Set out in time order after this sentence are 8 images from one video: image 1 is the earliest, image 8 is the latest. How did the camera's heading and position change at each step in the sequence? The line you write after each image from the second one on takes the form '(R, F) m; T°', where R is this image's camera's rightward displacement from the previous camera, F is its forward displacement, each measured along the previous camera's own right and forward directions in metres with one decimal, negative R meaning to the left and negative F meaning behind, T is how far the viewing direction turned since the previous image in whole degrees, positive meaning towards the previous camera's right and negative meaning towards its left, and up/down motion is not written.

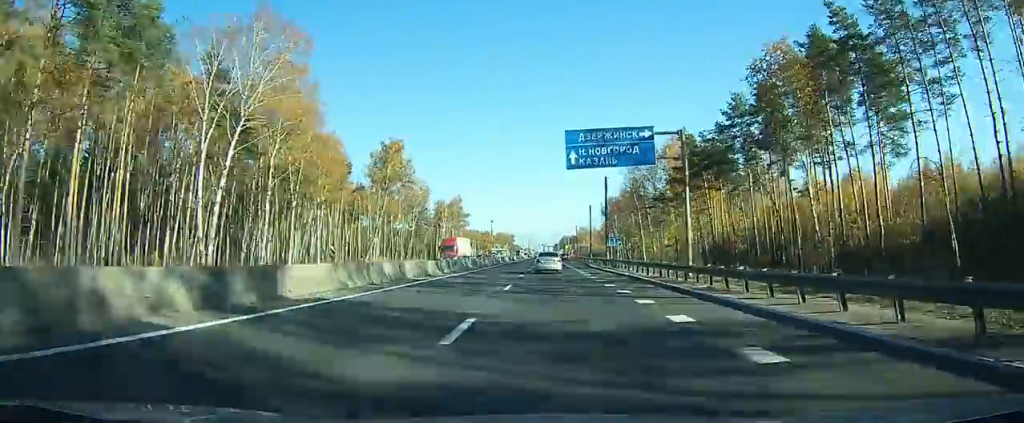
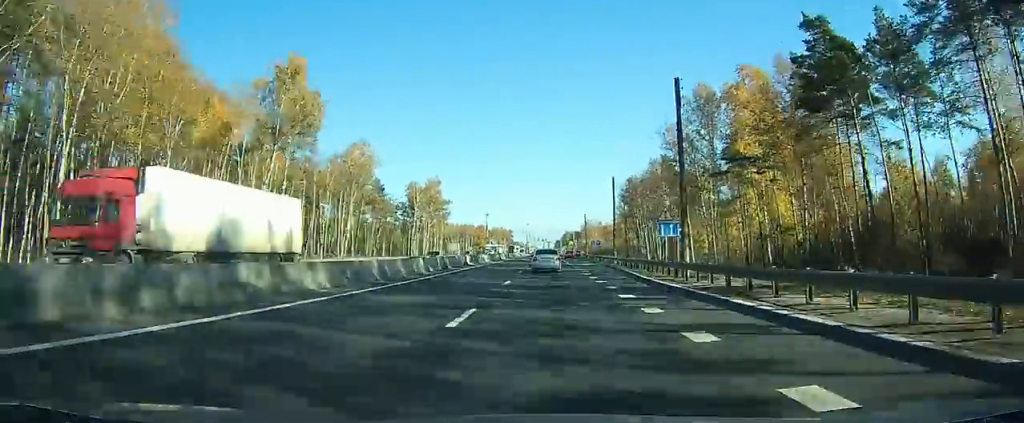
(+0.1, +35.4) m; 0°
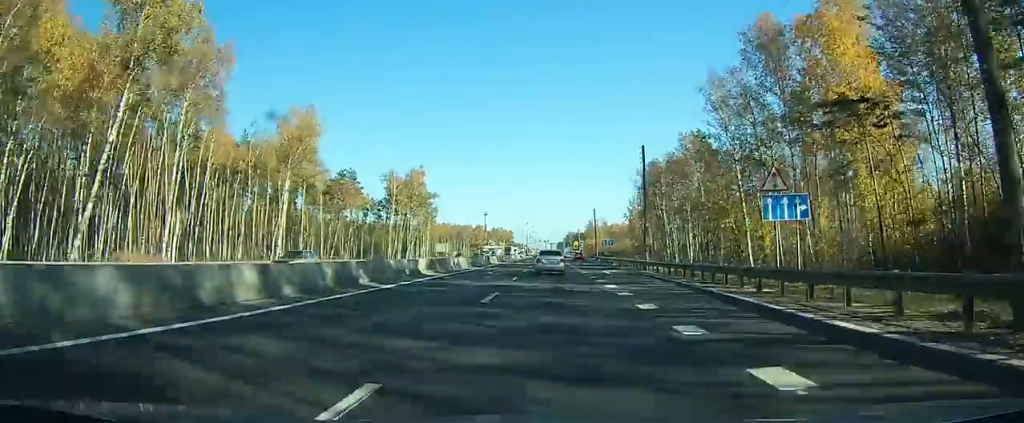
(0.0, +19.4) m; 0°
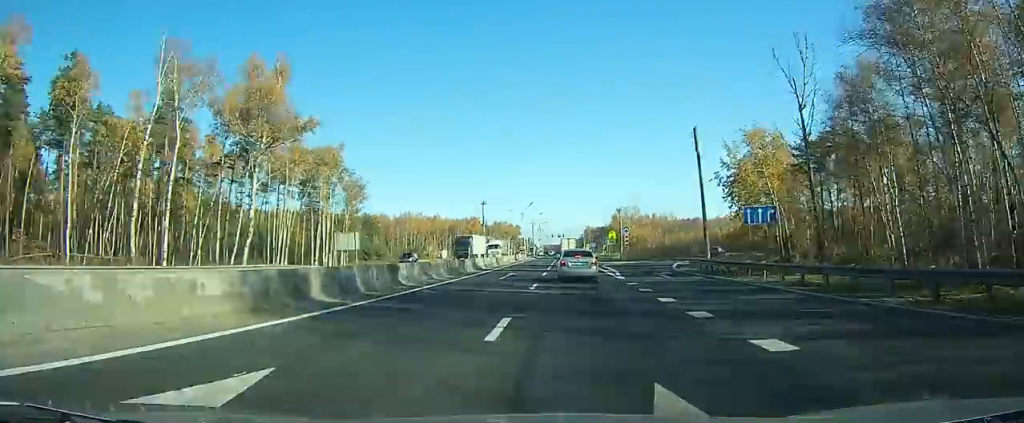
(-0.5, +65.2) m; -1°
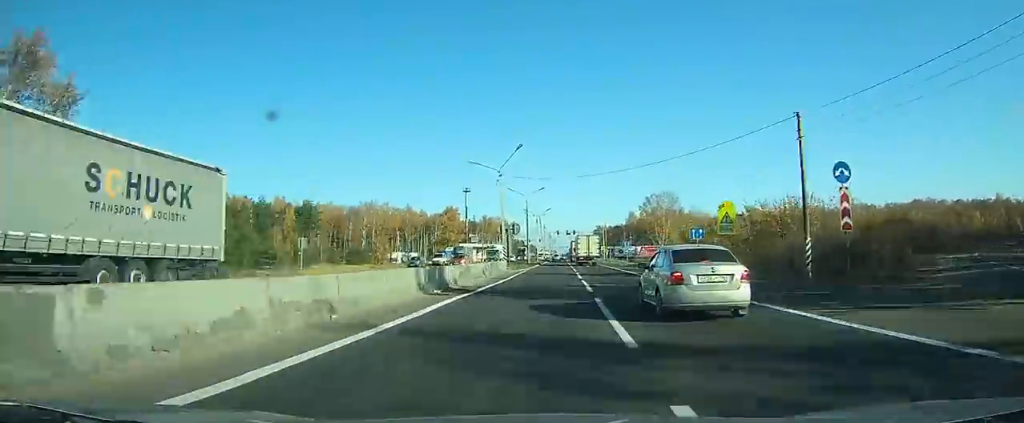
(-0.6, +57.6) m; -1°
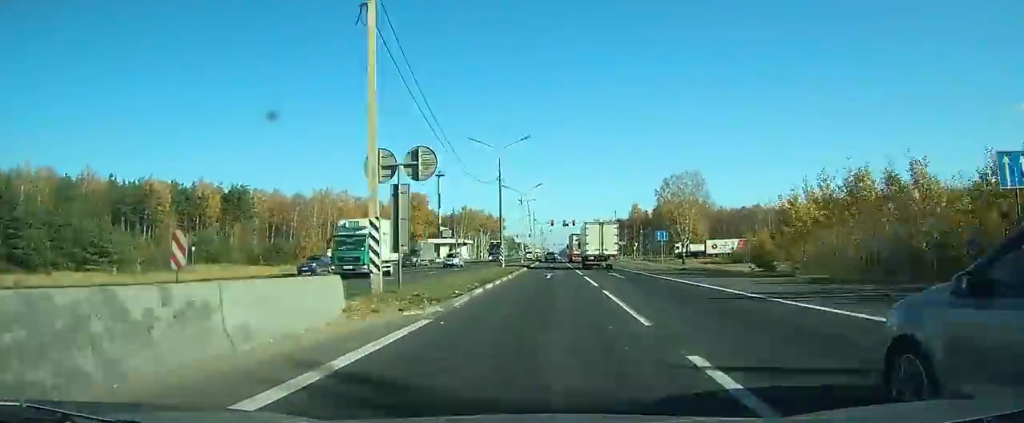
(0.0, +33.7) m; 0°
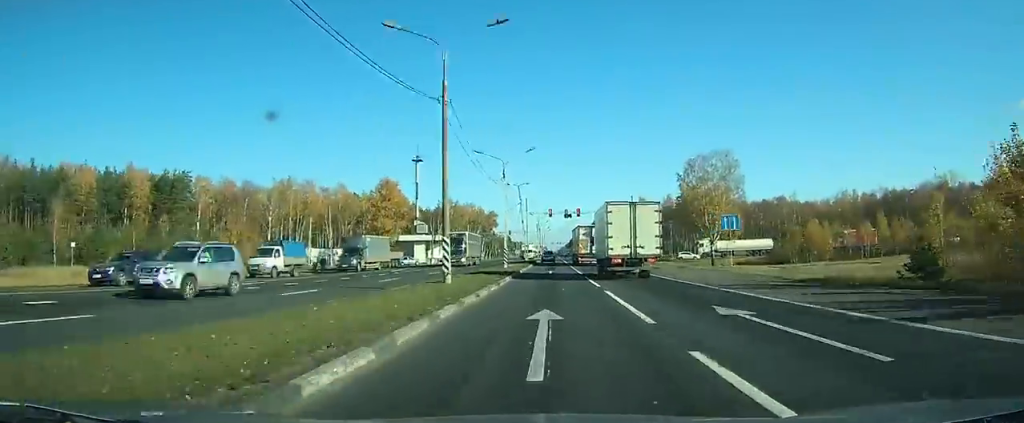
(0.0, +22.2) m; 0°
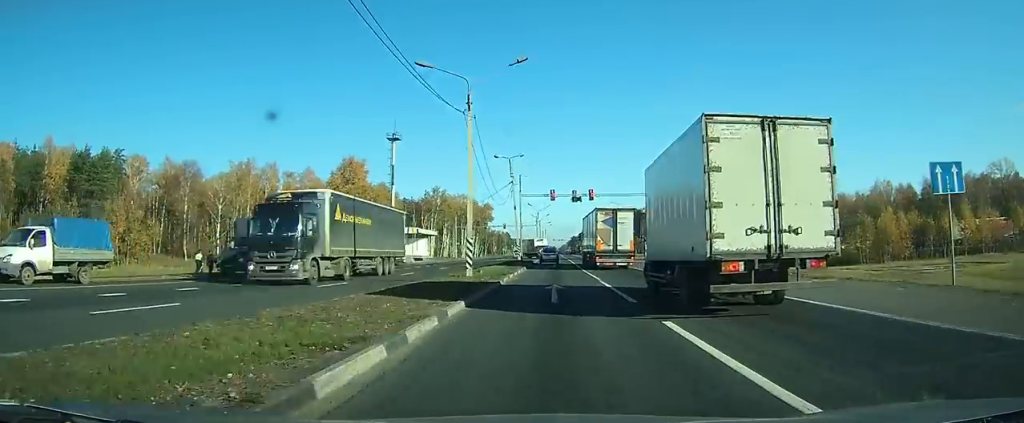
(0.0, +19.5) m; 0°
